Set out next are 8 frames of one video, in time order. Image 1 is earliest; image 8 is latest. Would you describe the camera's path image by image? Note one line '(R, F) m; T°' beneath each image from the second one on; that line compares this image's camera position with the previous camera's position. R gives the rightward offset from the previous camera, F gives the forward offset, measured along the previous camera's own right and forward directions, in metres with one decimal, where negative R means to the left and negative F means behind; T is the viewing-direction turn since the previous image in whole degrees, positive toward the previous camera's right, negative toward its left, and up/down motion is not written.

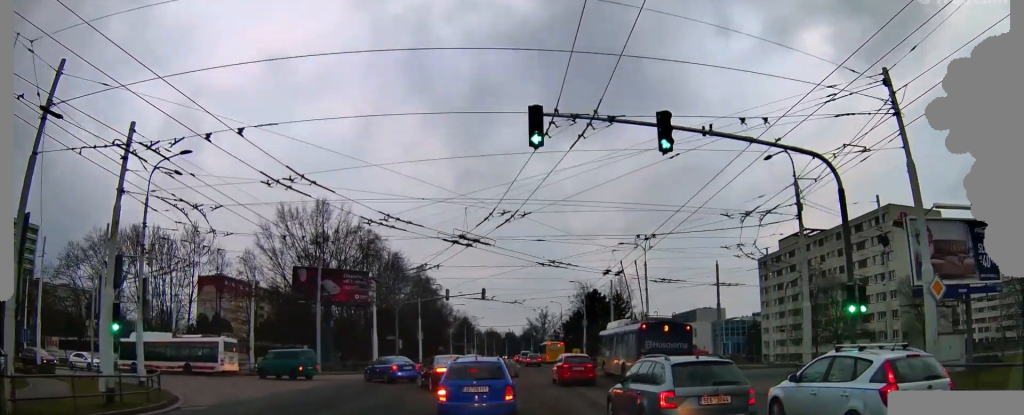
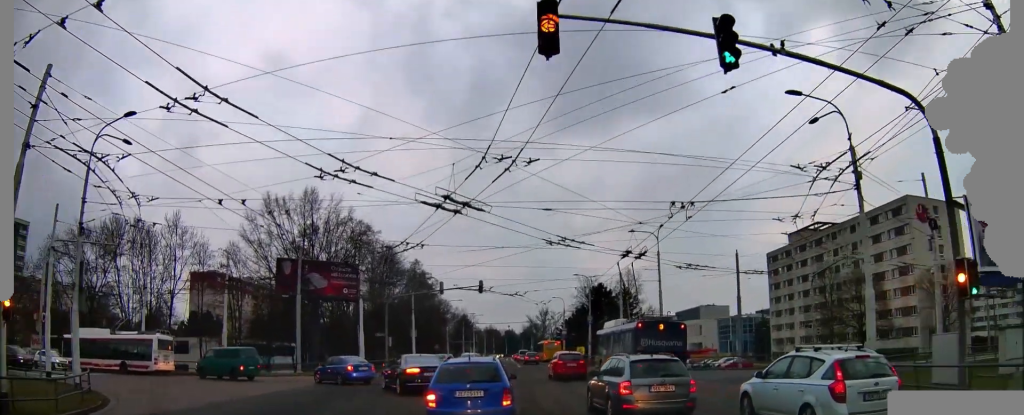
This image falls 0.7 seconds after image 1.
(+0.1, +4.5) m; +1°
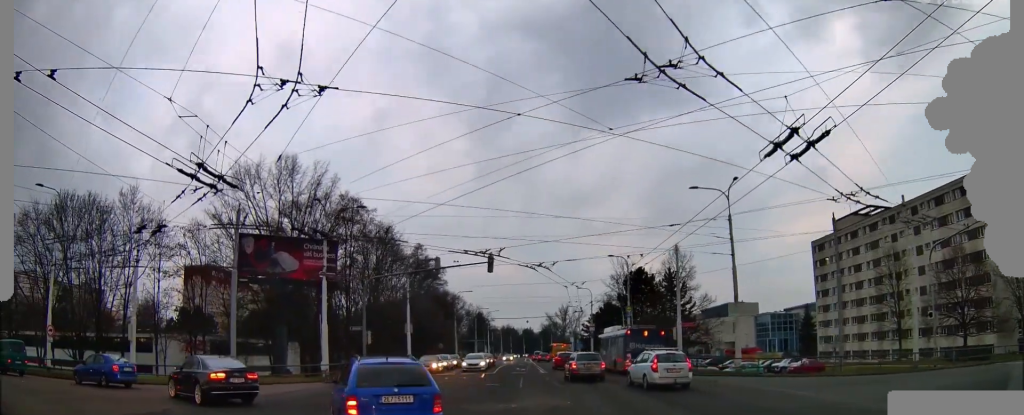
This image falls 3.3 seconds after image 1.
(+0.7, +16.1) m; +4°
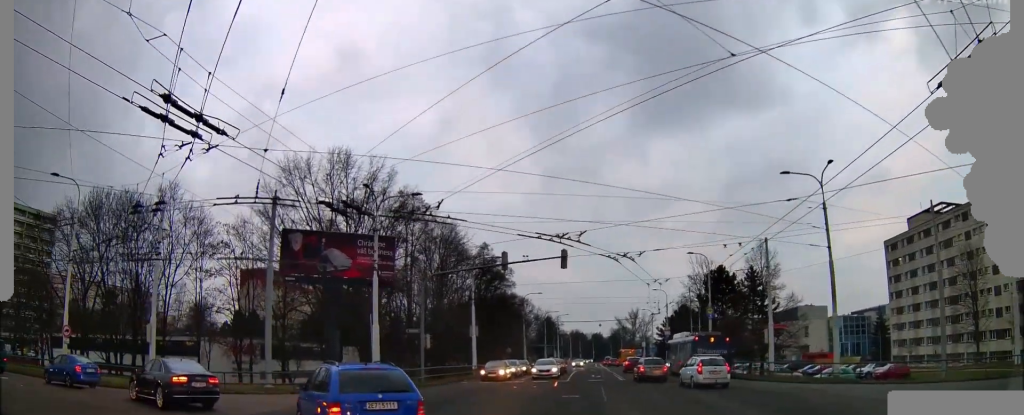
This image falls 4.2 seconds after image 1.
(0.0, +4.7) m; -5°
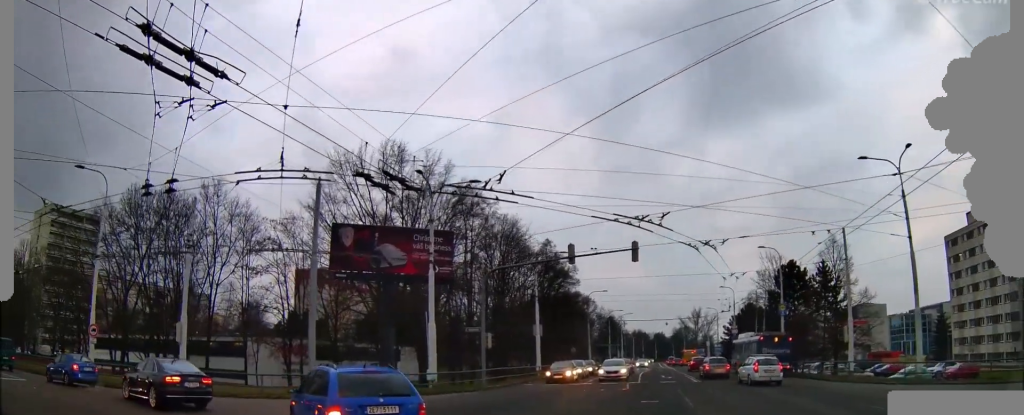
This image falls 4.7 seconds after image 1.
(-0.2, +2.6) m; -6°
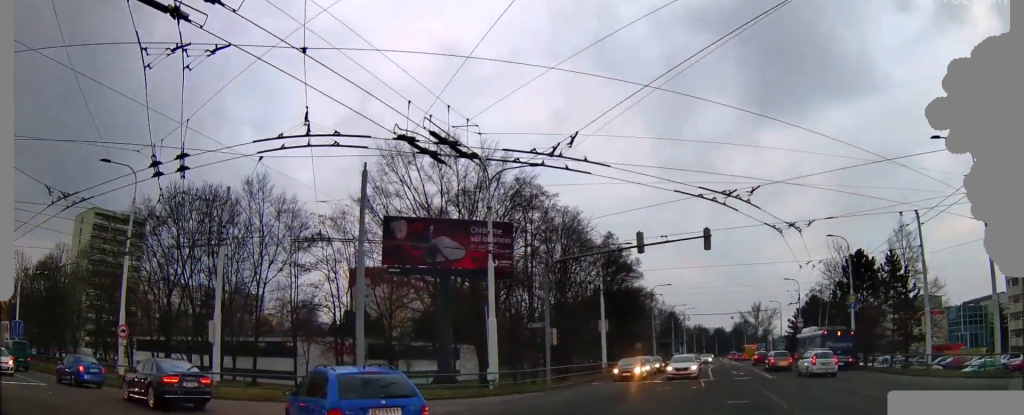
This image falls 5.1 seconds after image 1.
(0.0, +2.2) m; -5°
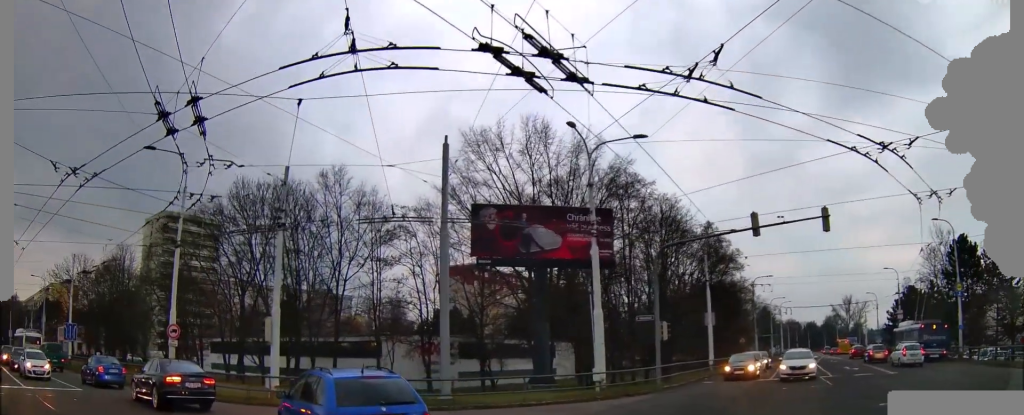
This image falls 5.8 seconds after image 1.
(-0.4, +3.3) m; -7°
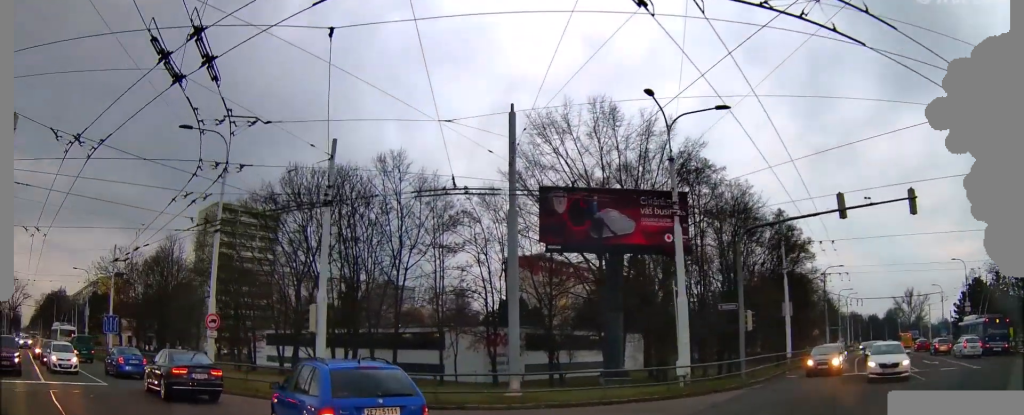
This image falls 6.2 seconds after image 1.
(-0.1, +2.3) m; -4°
